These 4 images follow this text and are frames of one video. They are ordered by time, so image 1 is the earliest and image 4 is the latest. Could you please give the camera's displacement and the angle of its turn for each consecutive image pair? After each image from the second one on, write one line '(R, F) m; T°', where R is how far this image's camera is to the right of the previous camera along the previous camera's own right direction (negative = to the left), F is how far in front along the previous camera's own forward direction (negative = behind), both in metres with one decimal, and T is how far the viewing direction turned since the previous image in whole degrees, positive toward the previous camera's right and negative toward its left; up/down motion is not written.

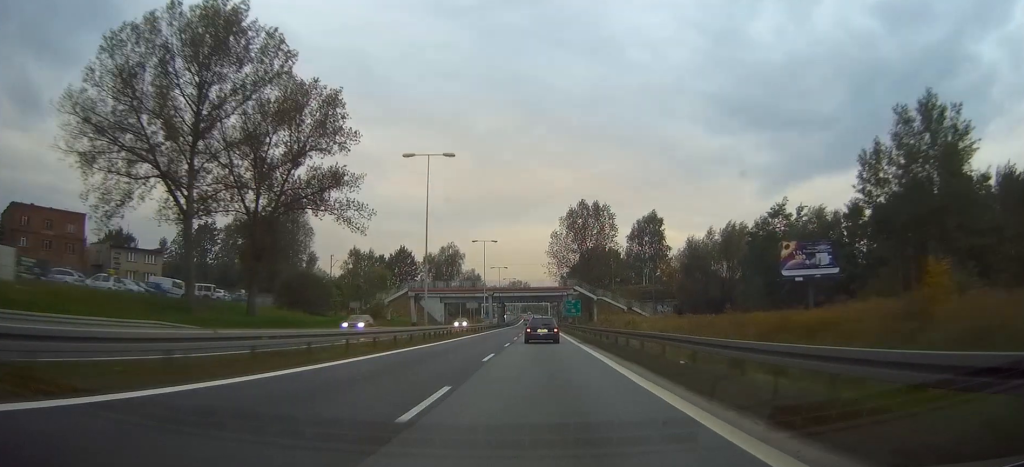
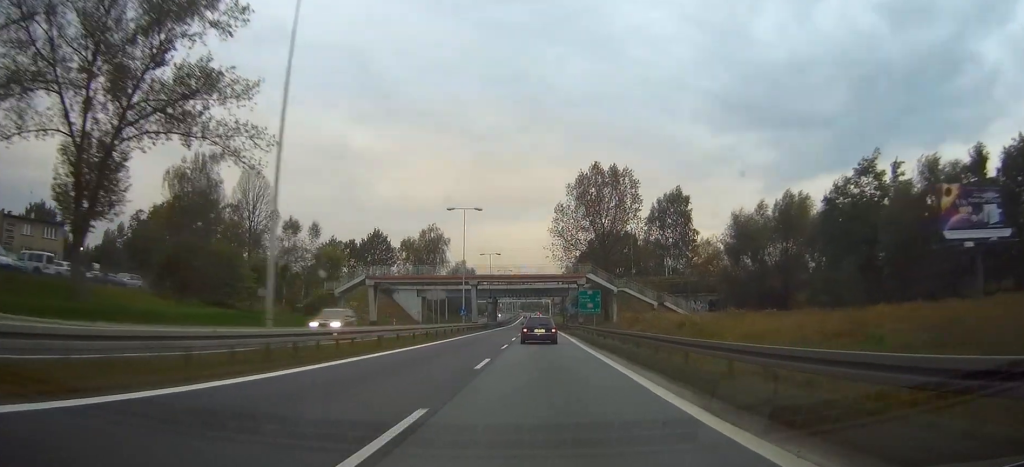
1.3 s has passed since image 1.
(-0.2, +27.3) m; 0°
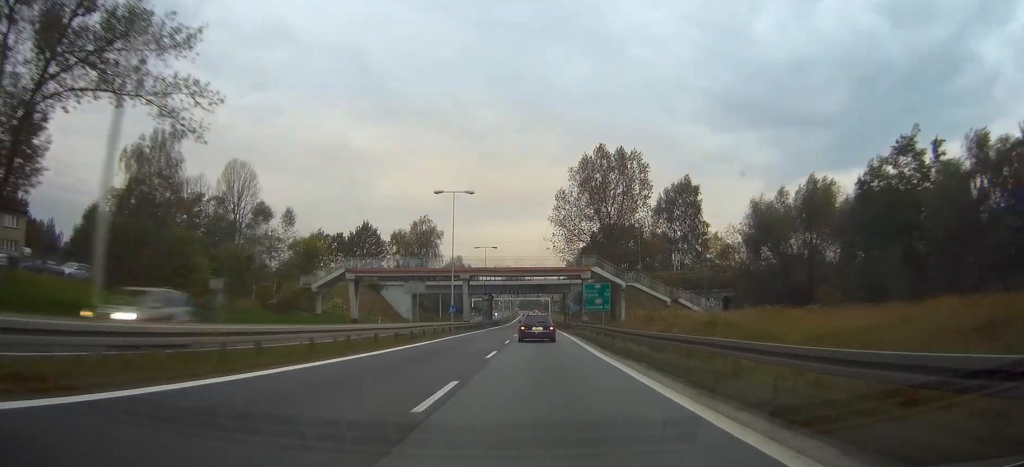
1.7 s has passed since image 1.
(0.0, +8.4) m; 0°
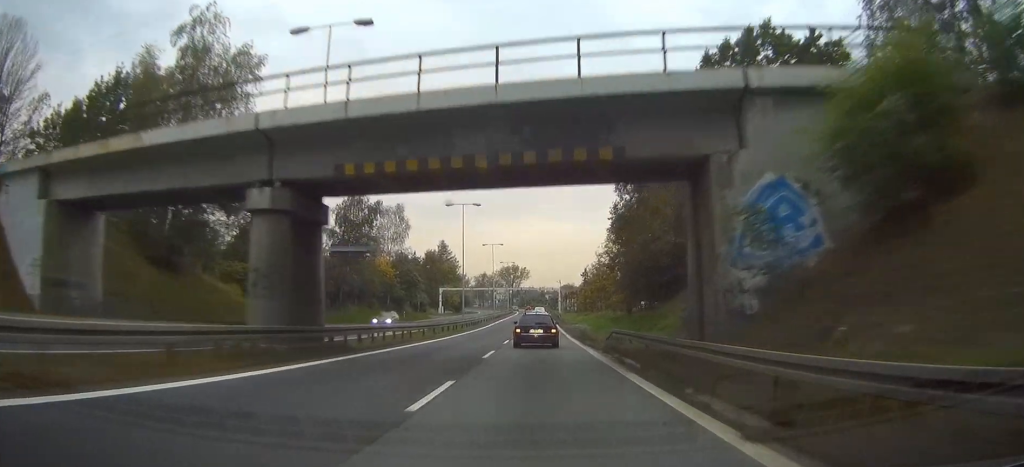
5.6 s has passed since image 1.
(+0.2, +83.9) m; 0°
